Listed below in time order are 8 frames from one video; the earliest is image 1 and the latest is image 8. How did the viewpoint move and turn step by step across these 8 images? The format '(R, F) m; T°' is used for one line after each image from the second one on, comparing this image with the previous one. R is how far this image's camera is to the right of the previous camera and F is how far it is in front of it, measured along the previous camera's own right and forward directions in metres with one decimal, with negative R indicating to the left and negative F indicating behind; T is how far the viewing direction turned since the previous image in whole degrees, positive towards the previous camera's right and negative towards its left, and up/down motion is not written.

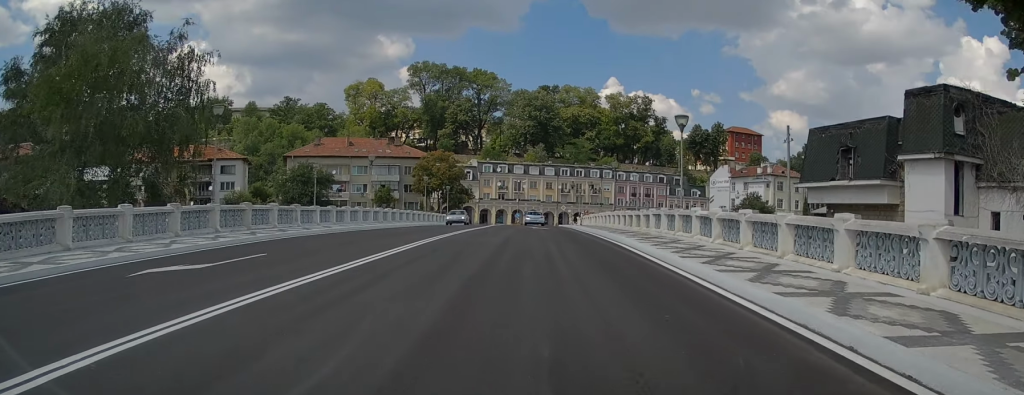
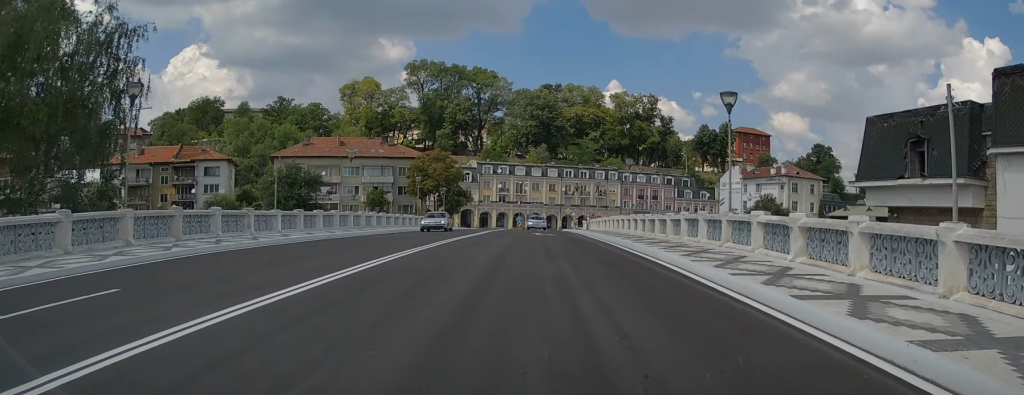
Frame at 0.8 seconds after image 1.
(-0.1, +6.5) m; -1°
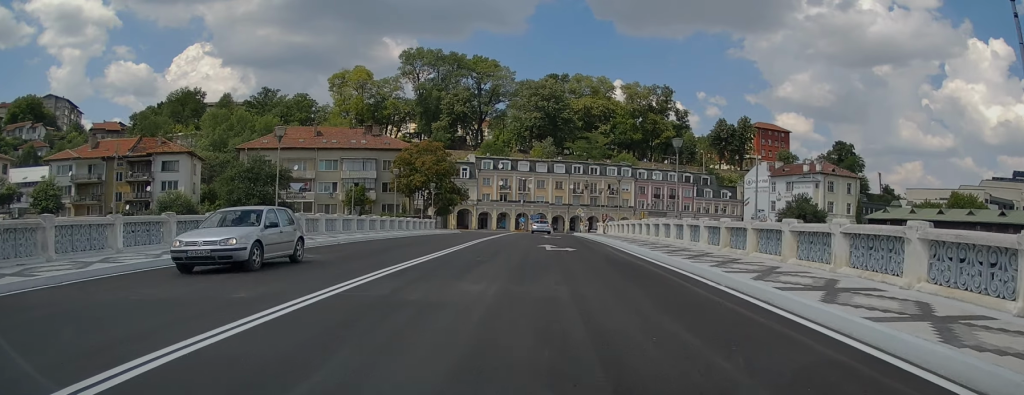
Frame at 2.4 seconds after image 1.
(-0.1, +14.0) m; 0°
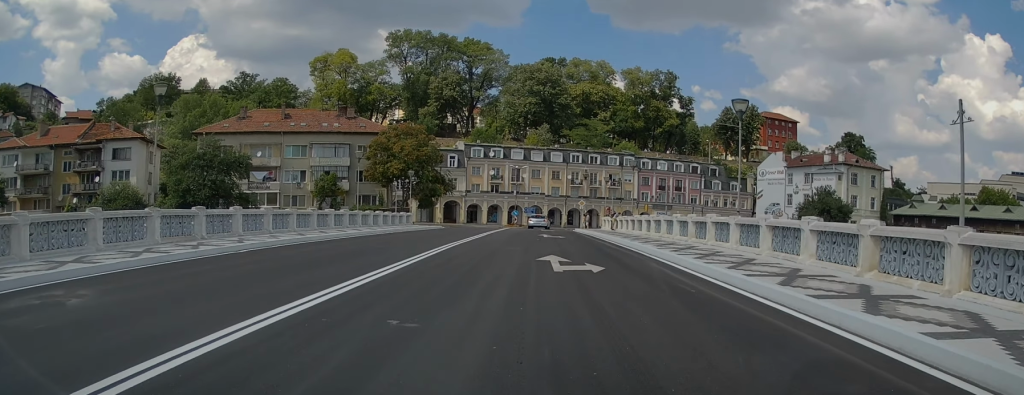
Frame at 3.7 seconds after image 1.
(+0.1, +10.6) m; +1°
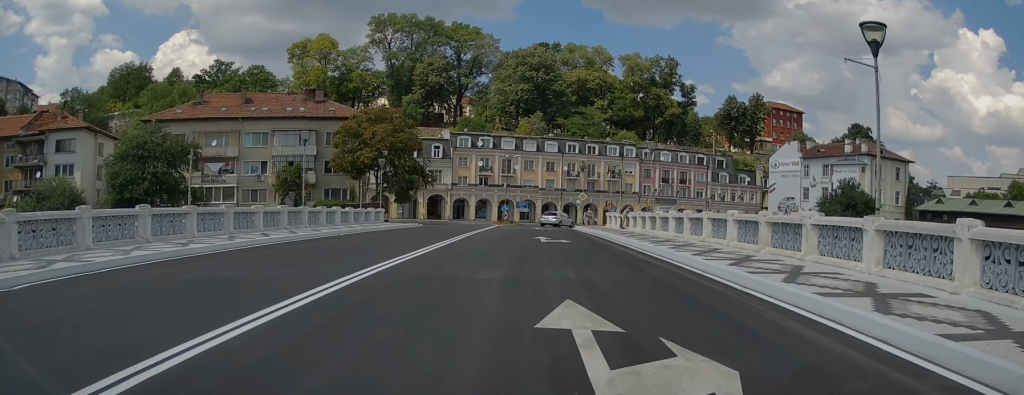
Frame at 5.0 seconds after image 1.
(+0.1, +9.8) m; +1°
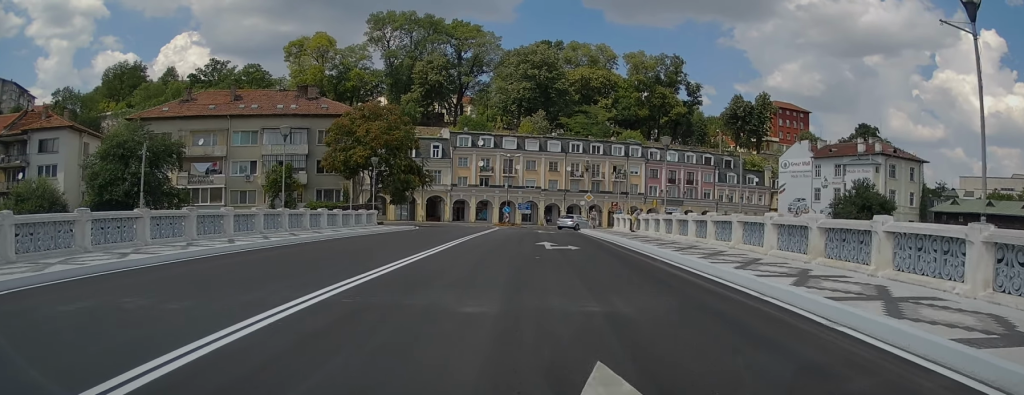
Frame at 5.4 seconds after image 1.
(0.0, +3.4) m; 0°
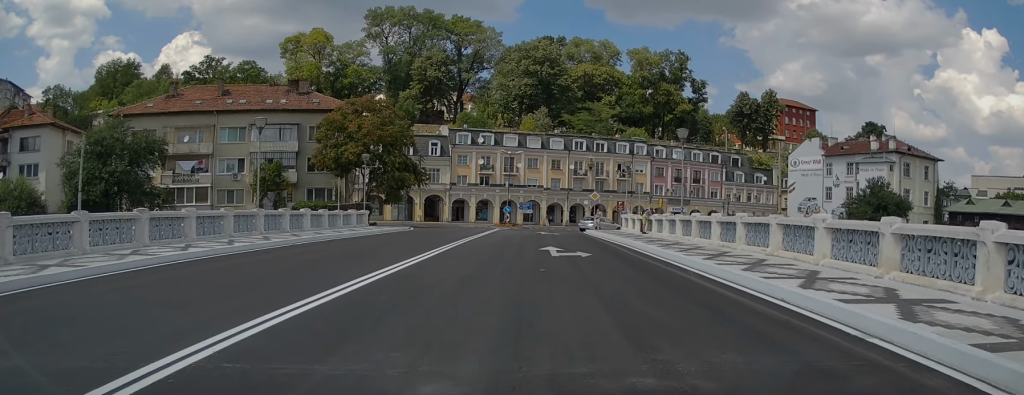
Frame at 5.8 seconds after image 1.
(0.0, +3.4) m; 0°
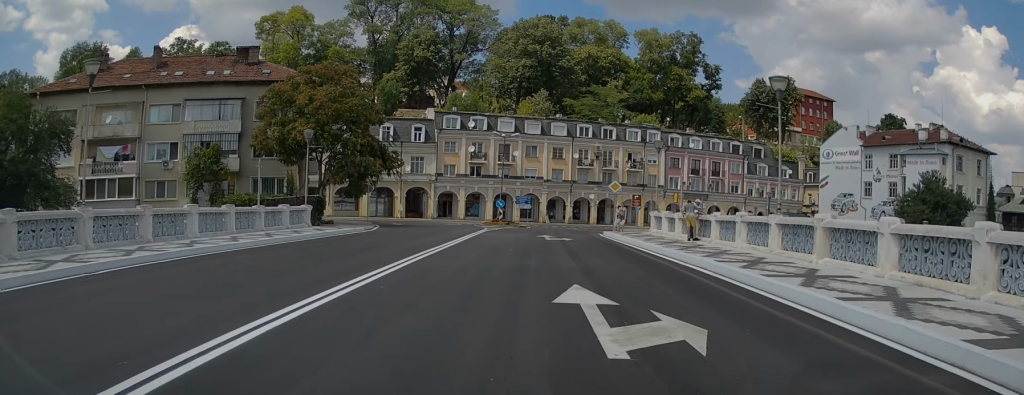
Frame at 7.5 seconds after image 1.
(-0.2, +12.6) m; -1°
